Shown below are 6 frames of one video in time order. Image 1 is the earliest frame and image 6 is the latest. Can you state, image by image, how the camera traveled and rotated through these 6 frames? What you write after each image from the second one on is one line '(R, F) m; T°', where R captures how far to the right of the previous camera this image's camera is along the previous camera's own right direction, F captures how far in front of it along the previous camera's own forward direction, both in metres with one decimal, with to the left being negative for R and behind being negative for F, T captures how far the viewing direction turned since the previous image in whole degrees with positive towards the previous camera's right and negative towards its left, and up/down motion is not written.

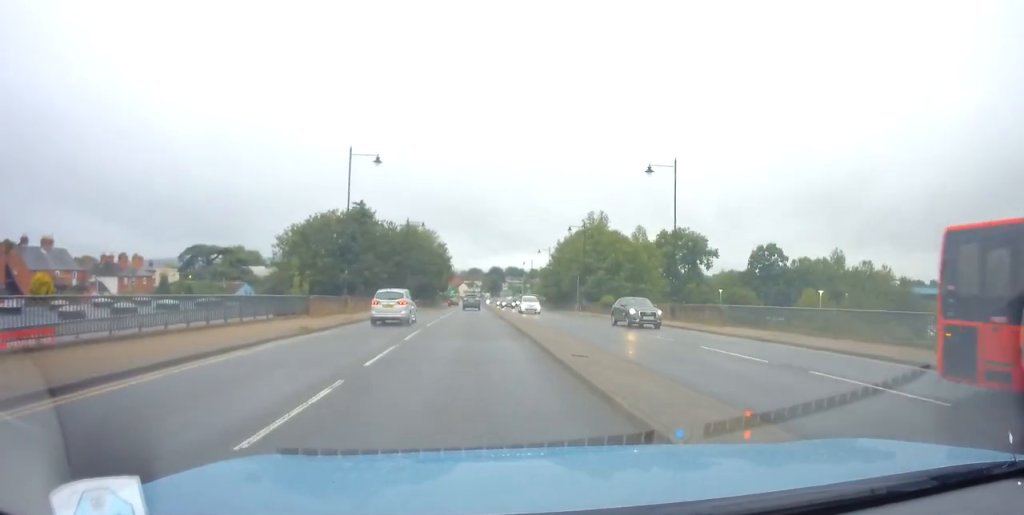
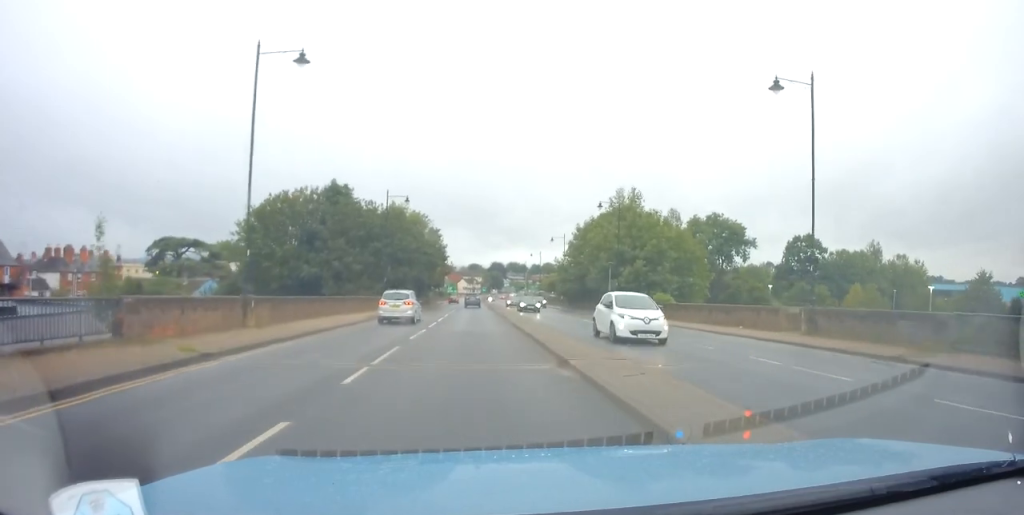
(-0.3, +16.2) m; -1°
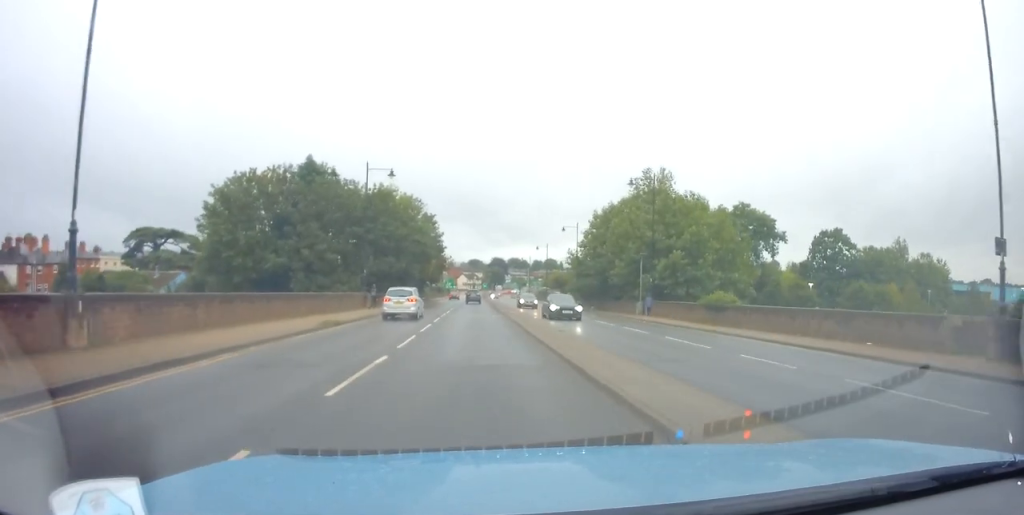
(-0.1, +10.0) m; 0°
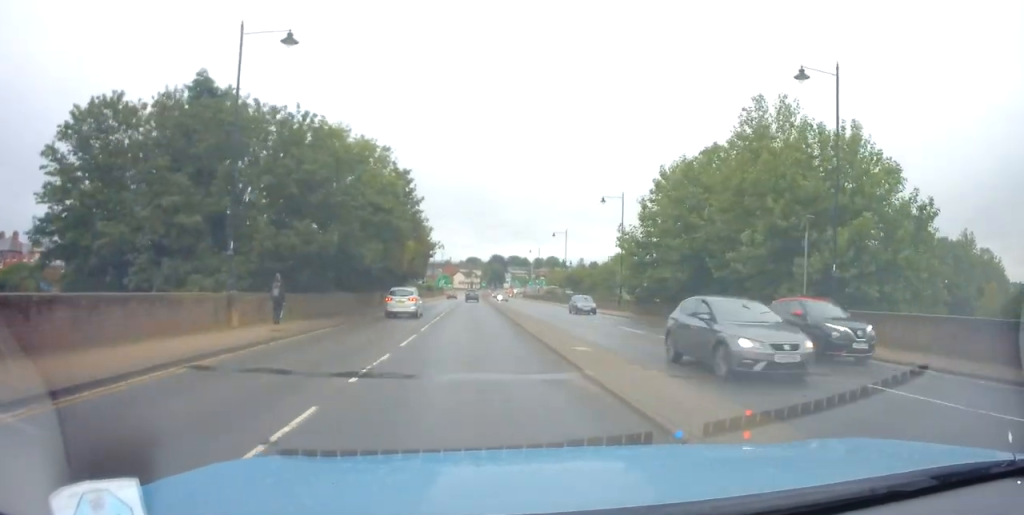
(0.0, +23.2) m; 0°
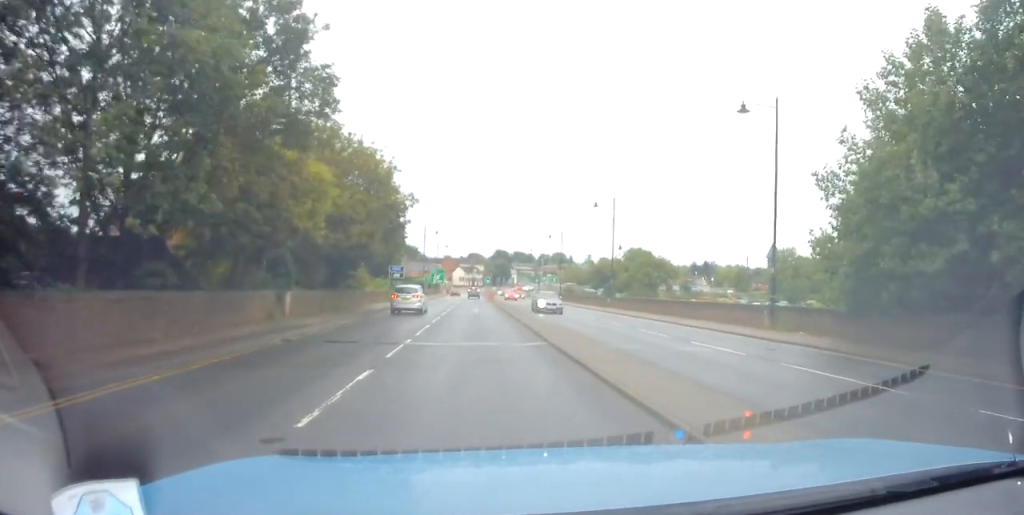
(+0.2, +26.9) m; 0°
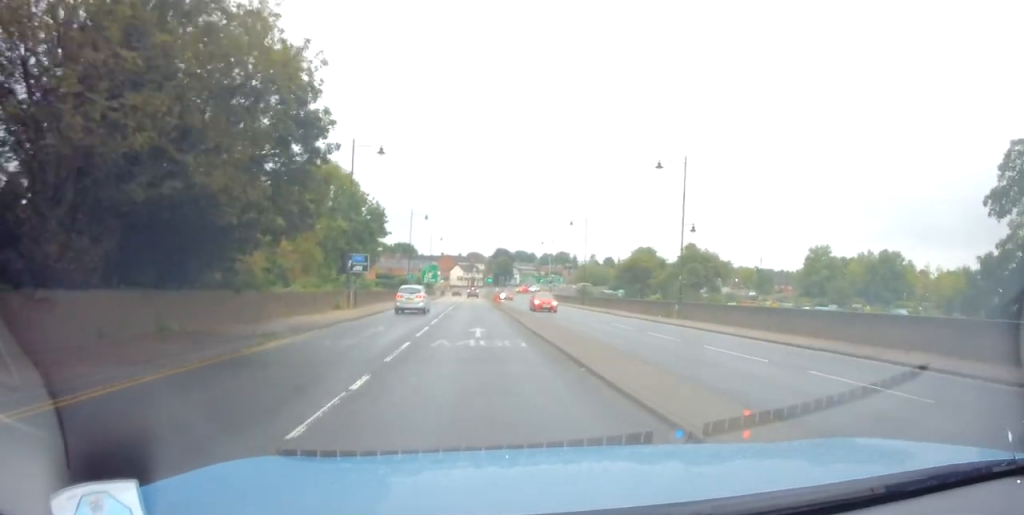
(+0.2, +19.0) m; +1°
